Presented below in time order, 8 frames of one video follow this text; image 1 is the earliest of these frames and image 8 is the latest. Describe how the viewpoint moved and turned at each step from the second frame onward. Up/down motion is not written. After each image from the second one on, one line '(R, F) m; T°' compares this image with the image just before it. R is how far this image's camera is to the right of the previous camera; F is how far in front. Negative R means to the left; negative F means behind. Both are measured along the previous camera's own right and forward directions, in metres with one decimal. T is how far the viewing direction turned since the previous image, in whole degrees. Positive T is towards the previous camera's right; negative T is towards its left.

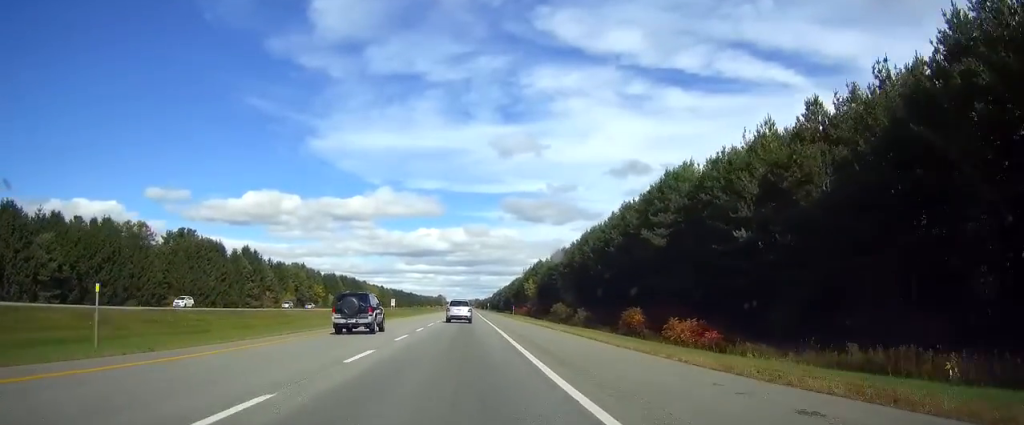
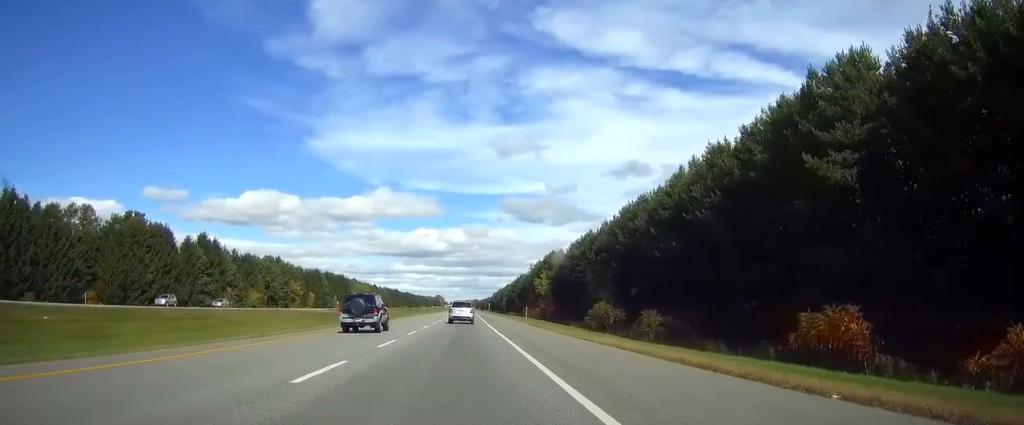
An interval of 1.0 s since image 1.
(0.0, +30.3) m; 0°
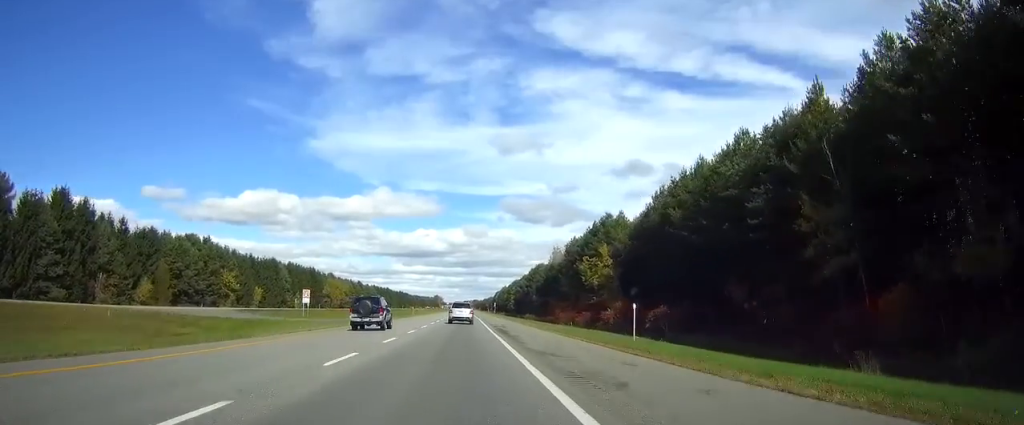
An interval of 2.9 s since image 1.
(+0.1, +59.5) m; 0°
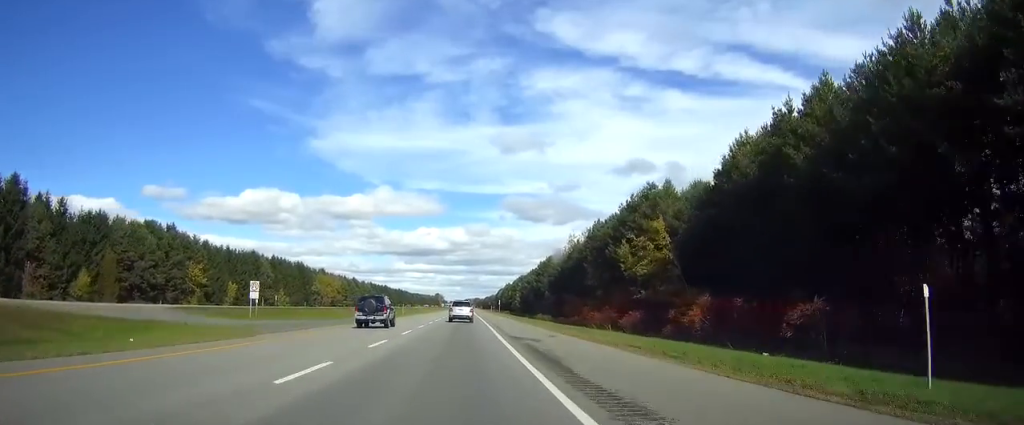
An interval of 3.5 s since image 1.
(0.0, +20.9) m; 0°
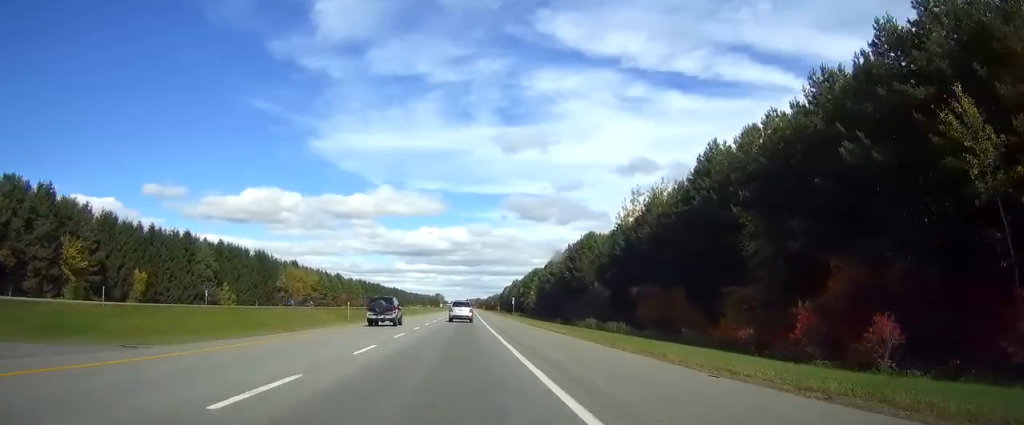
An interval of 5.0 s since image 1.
(0.0, +47.1) m; 0°
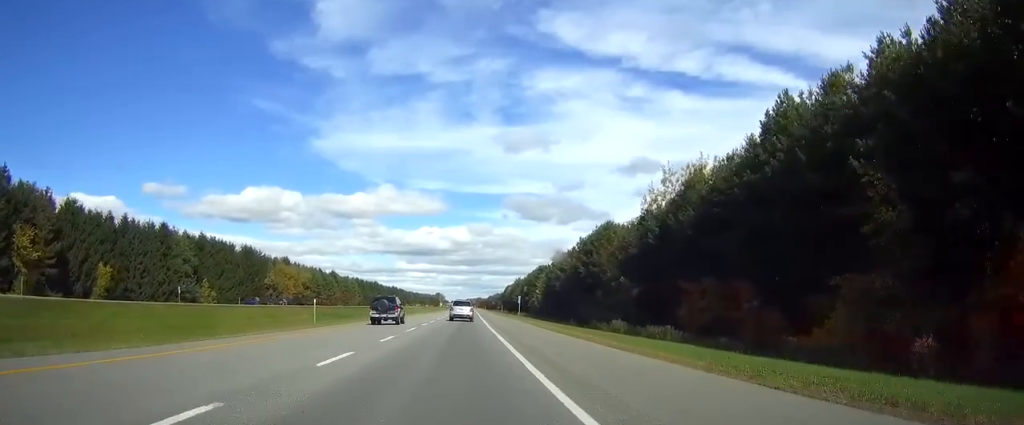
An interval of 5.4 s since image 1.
(0.0, +12.6) m; 0°
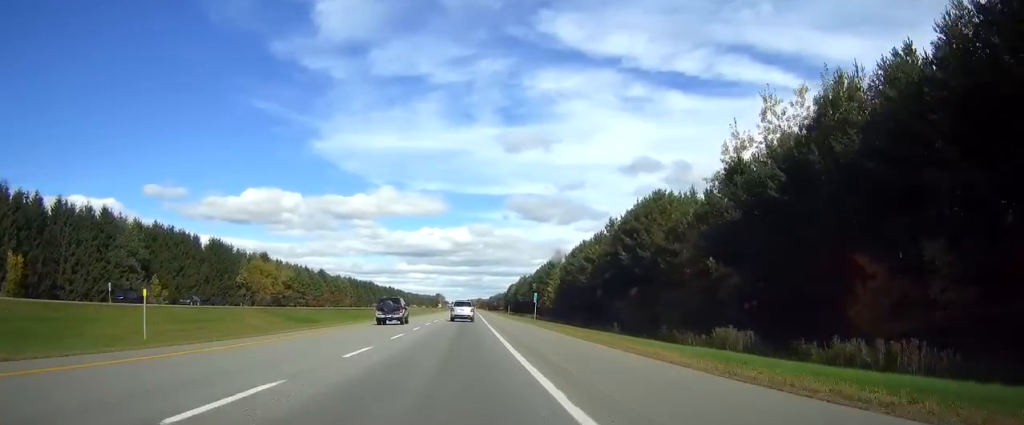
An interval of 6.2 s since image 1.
(0.0, +24.1) m; 0°
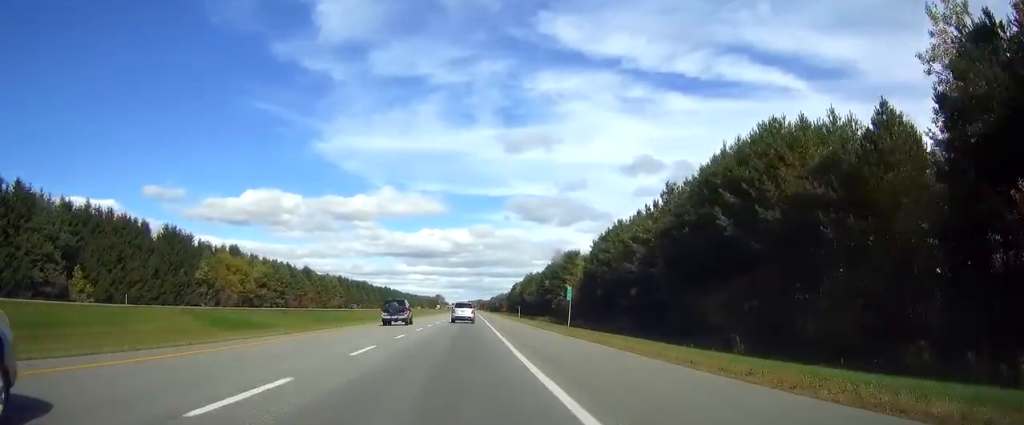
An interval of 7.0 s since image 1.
(0.0, +26.3) m; 0°
